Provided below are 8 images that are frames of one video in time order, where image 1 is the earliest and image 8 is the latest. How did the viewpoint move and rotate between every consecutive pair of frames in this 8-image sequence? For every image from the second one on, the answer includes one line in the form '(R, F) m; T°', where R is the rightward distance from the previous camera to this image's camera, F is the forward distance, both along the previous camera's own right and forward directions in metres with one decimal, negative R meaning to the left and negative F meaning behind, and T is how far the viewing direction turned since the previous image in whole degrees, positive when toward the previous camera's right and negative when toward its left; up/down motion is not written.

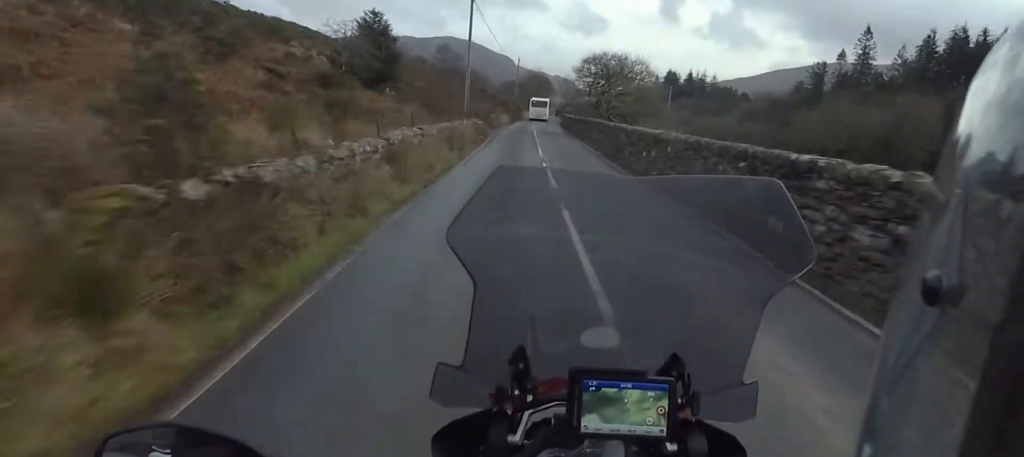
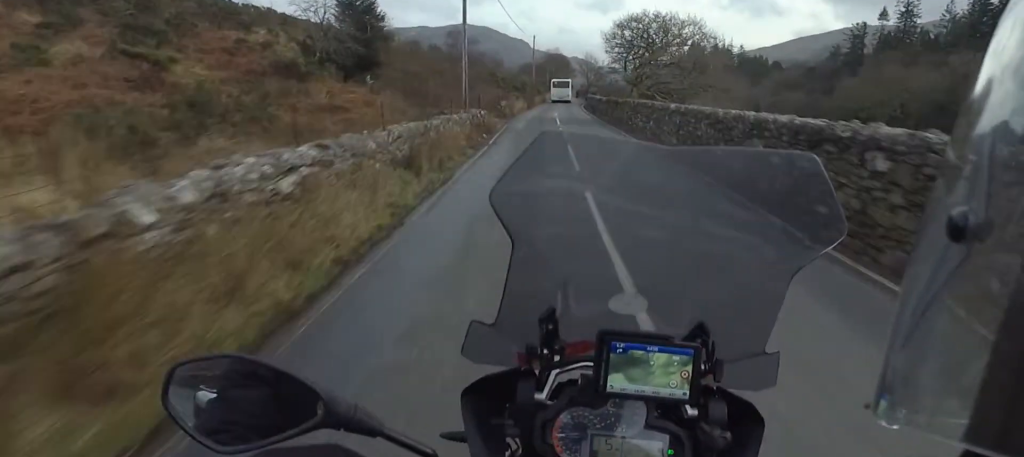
(+0.1, +8.8) m; 0°
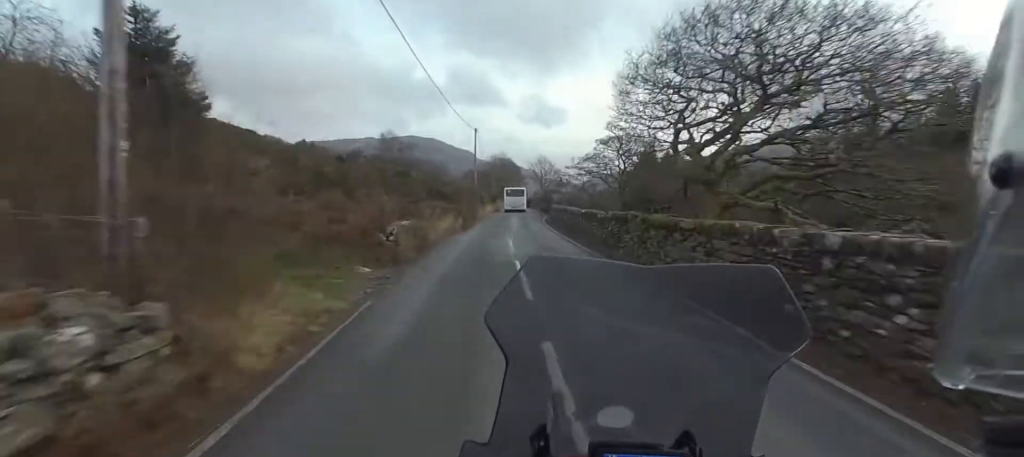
(+0.1, +19.4) m; 0°
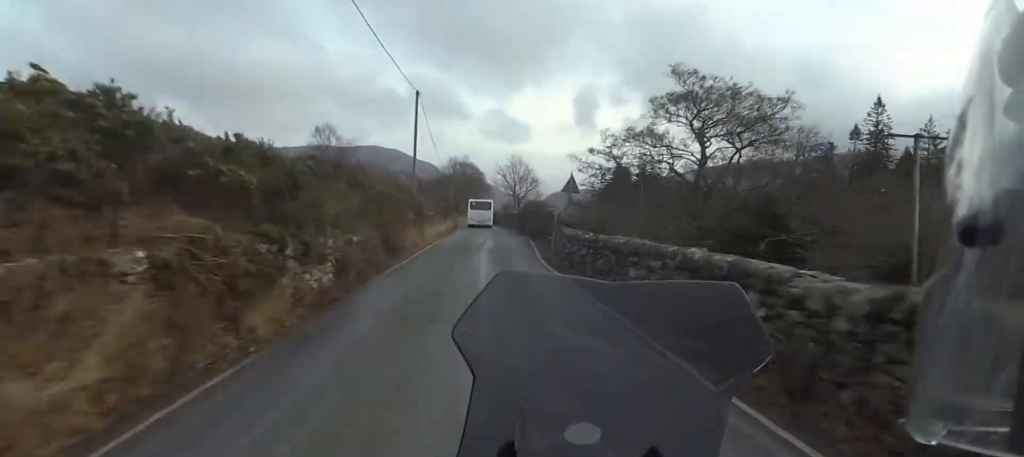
(0.0, +23.4) m; 0°
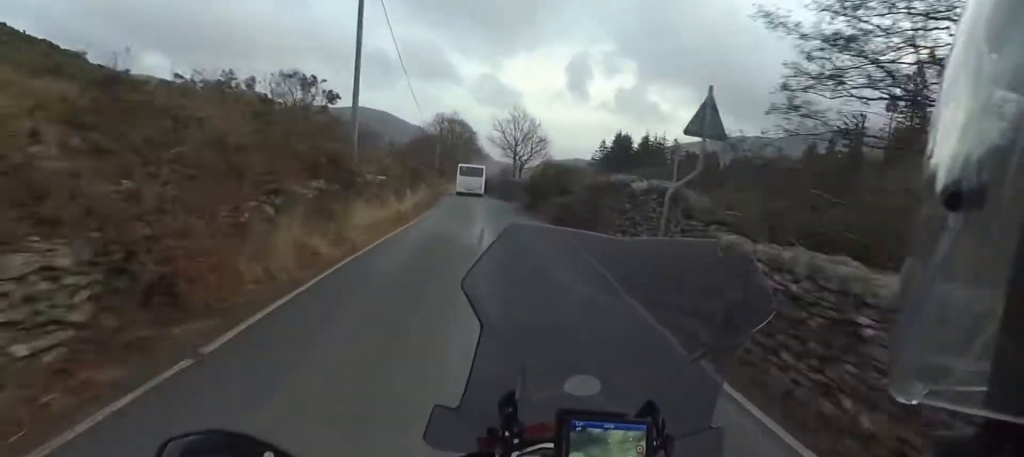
(+0.3, +15.5) m; 0°
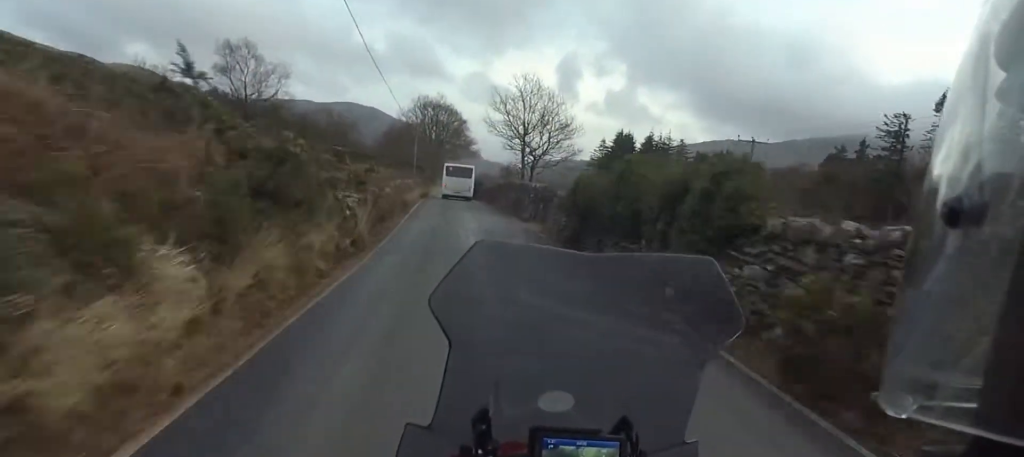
(-0.5, +16.8) m; 0°
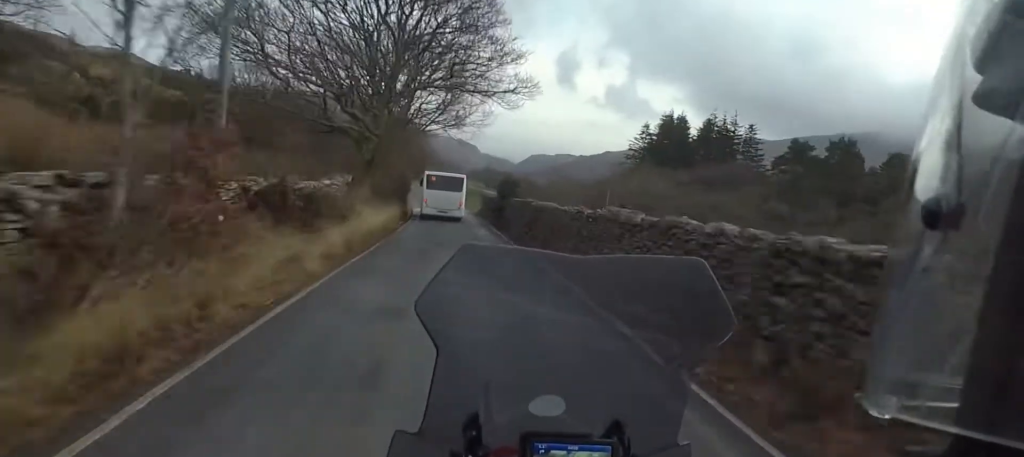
(+0.3, +47.7) m; +1°
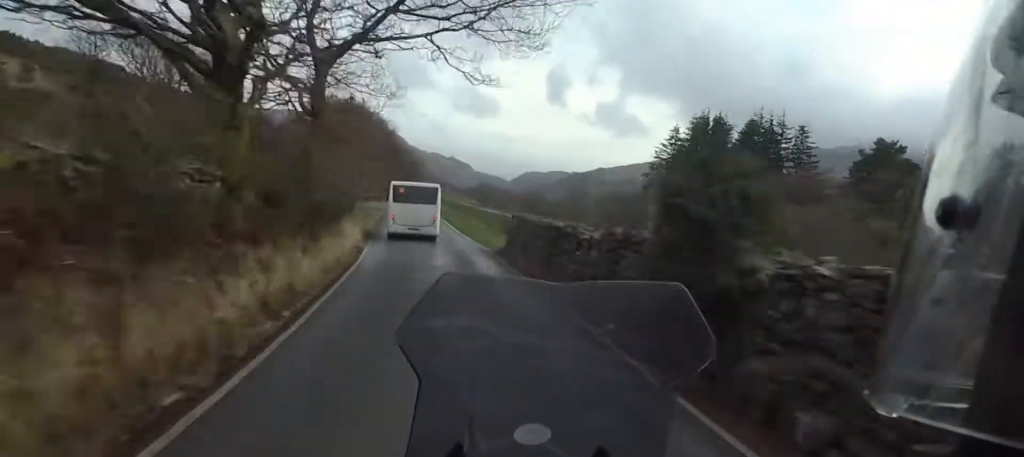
(+0.5, +25.4) m; 0°
